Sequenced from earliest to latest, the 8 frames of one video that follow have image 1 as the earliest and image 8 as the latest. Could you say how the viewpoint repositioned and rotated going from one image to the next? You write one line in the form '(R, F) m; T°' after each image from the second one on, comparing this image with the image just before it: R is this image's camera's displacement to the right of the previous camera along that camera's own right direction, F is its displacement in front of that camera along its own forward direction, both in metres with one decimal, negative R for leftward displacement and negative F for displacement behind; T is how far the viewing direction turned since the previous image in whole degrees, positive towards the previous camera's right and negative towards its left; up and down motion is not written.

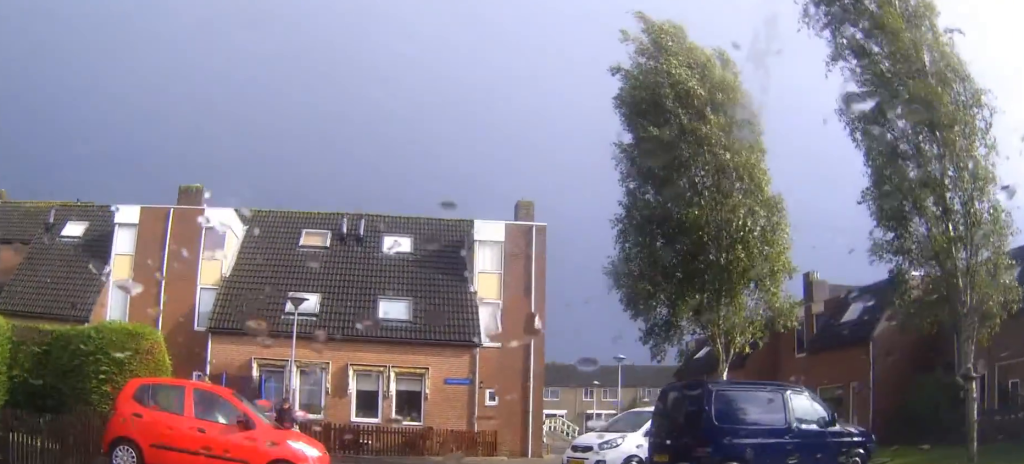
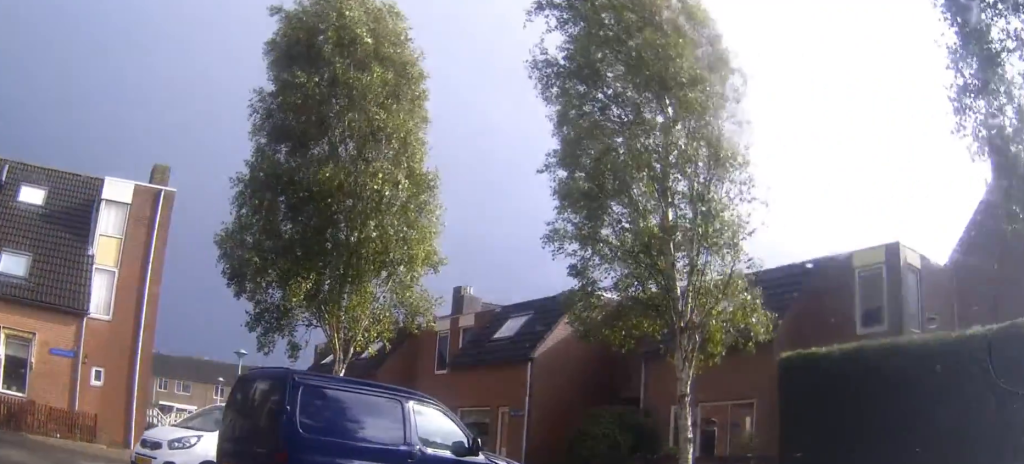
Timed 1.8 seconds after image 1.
(+1.0, +3.2) m; +35°
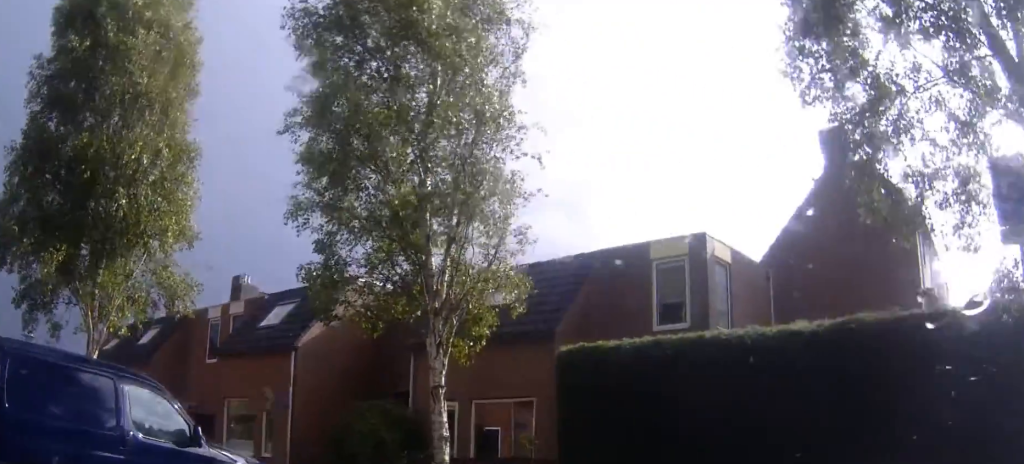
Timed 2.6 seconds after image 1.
(+0.1, +1.3) m; +13°
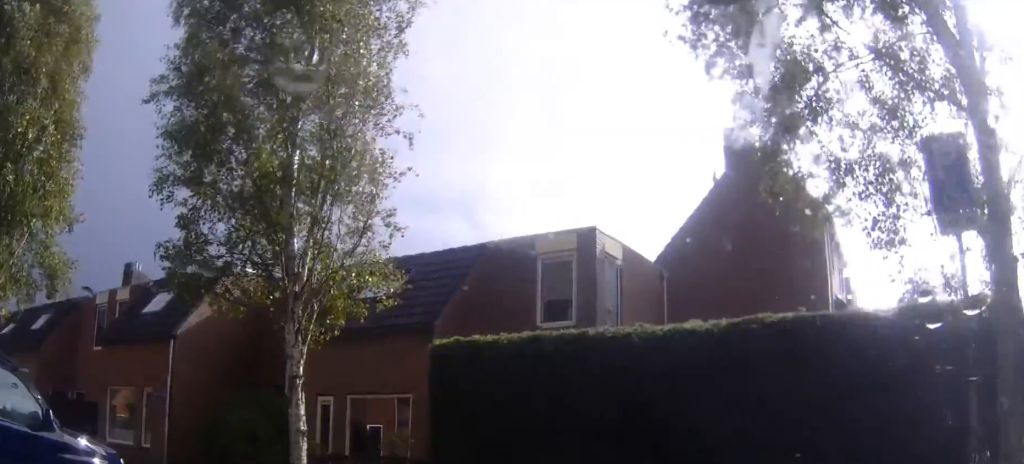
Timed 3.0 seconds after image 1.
(0.0, +0.7) m; +8°
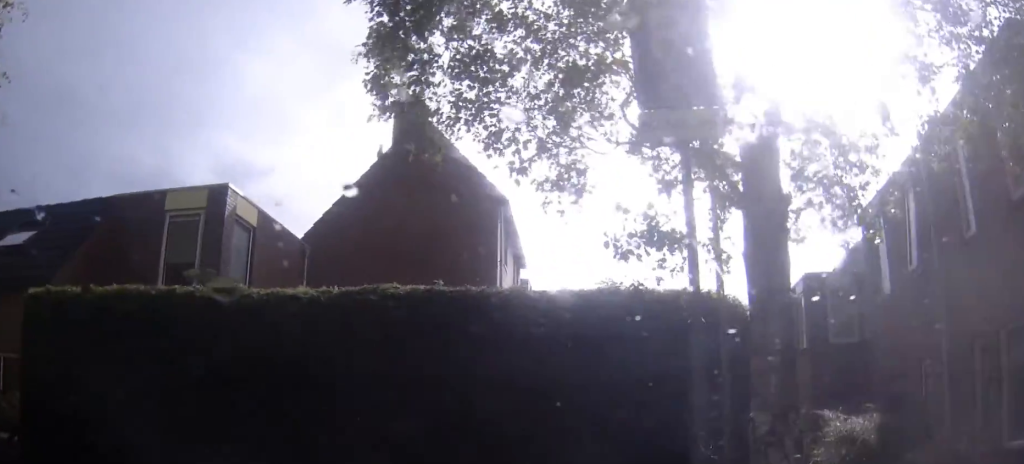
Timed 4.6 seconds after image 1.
(+0.5, +2.4) m; +16°
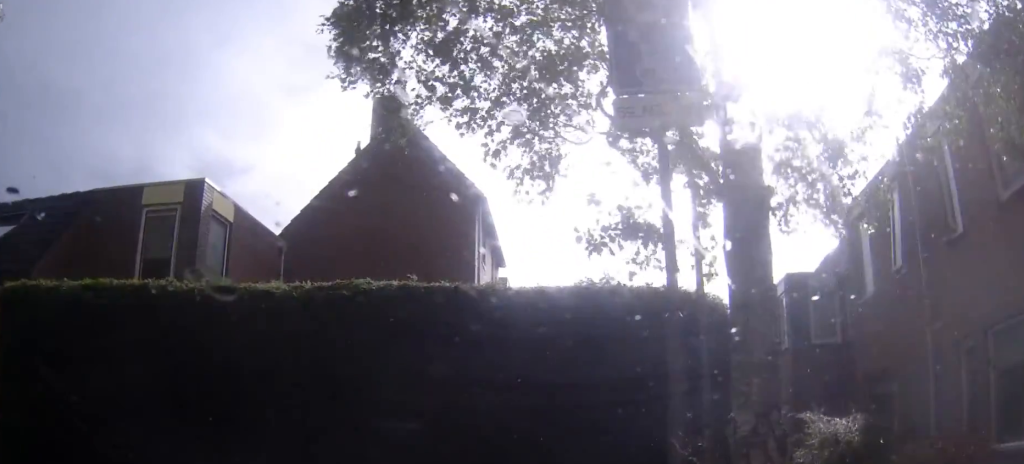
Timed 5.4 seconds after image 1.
(0.0, +0.8) m; 0°
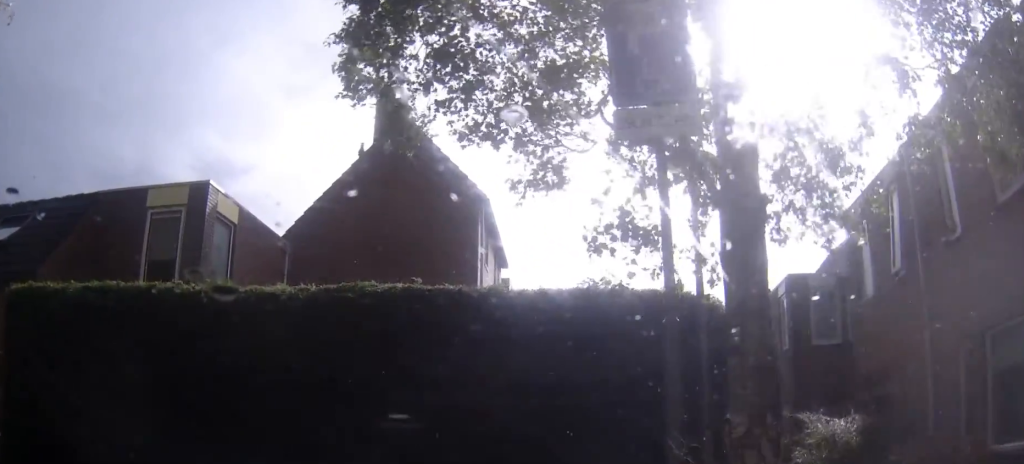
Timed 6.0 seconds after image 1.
(+0.1, +0.1) m; 0°
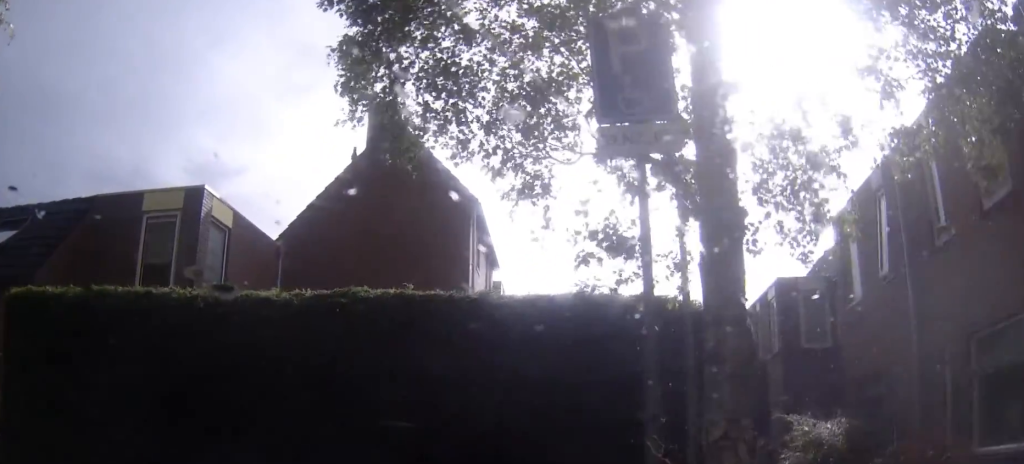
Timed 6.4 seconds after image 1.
(0.0, +0.1) m; 0°
